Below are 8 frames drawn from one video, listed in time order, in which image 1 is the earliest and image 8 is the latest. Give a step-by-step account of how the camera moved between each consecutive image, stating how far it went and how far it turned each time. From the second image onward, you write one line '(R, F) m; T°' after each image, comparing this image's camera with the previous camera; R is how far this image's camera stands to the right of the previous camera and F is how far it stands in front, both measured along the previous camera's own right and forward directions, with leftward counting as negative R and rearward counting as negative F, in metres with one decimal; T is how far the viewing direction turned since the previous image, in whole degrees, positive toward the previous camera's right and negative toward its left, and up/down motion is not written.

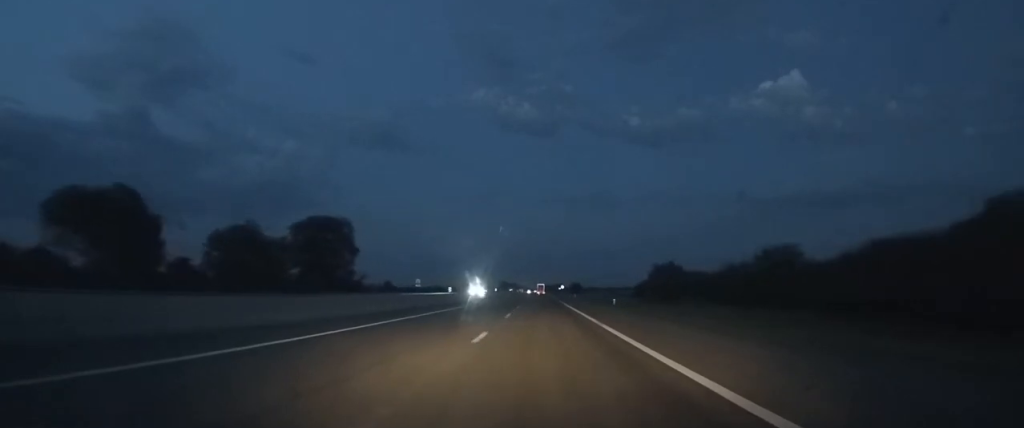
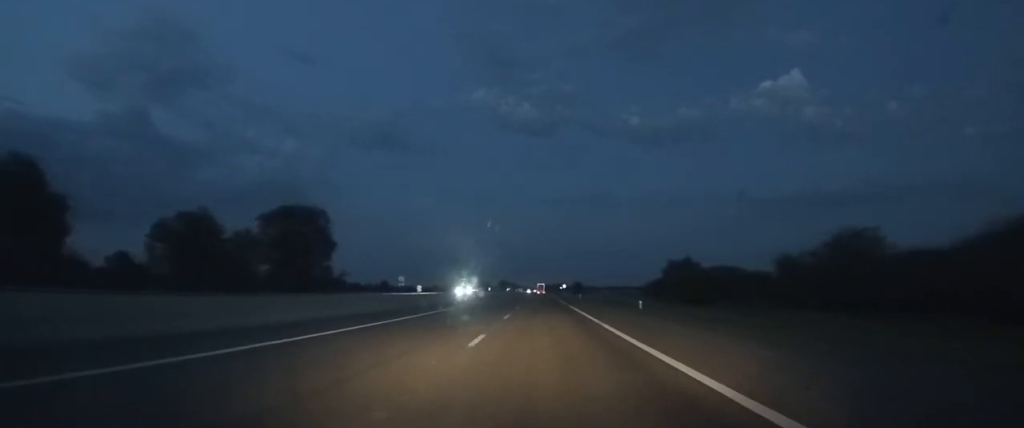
(0.0, +14.8) m; 0°
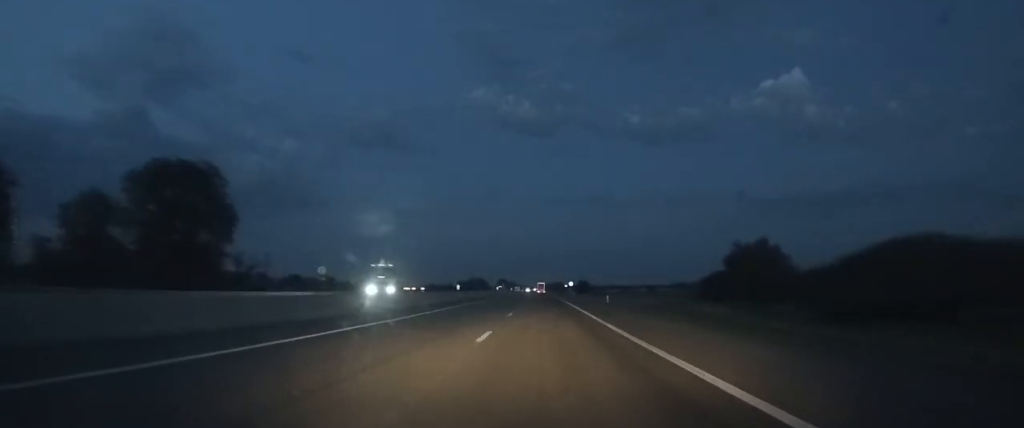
(+0.2, +37.0) m; 0°
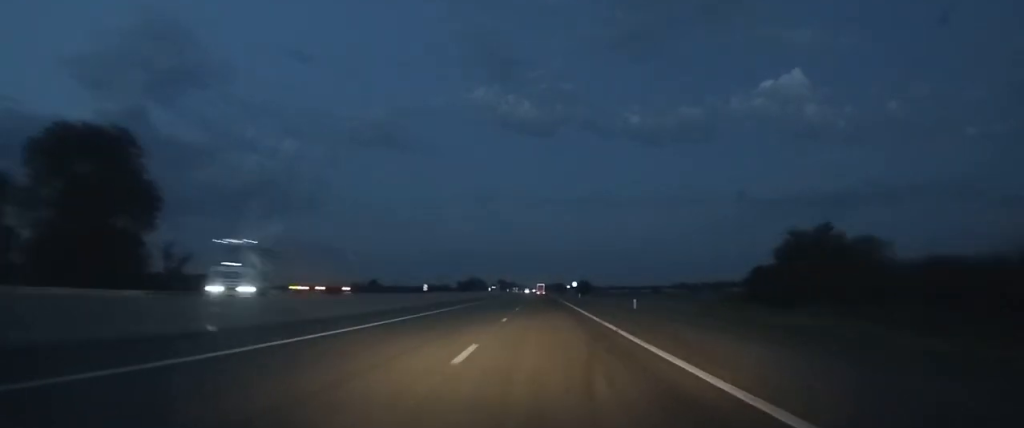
(0.0, +16.2) m; 0°
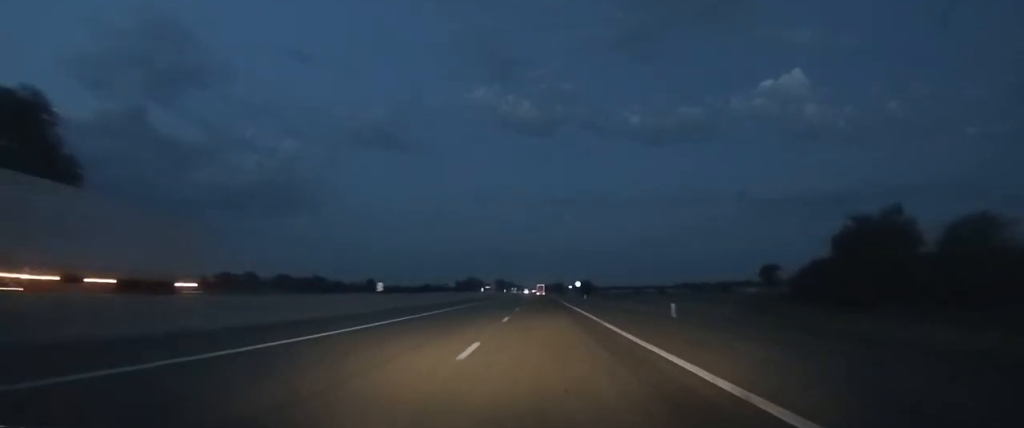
(0.0, +11.6) m; 0°
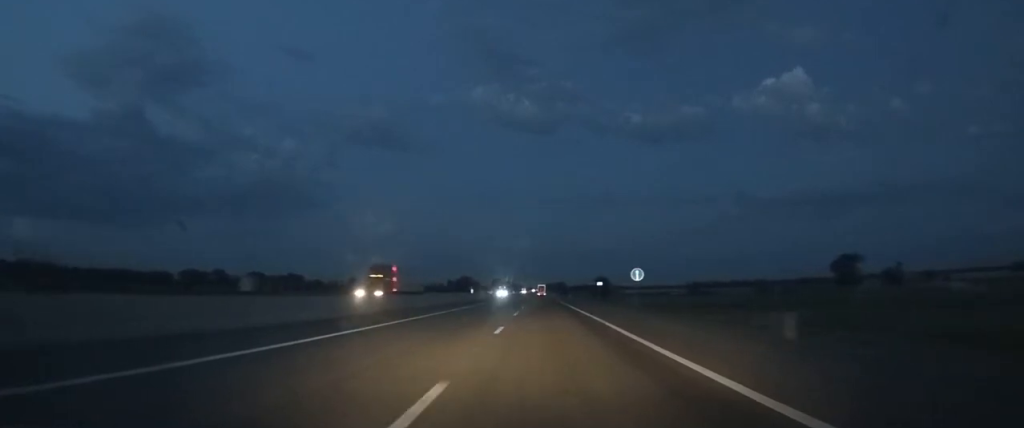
(-0.2, +66.4) m; -1°
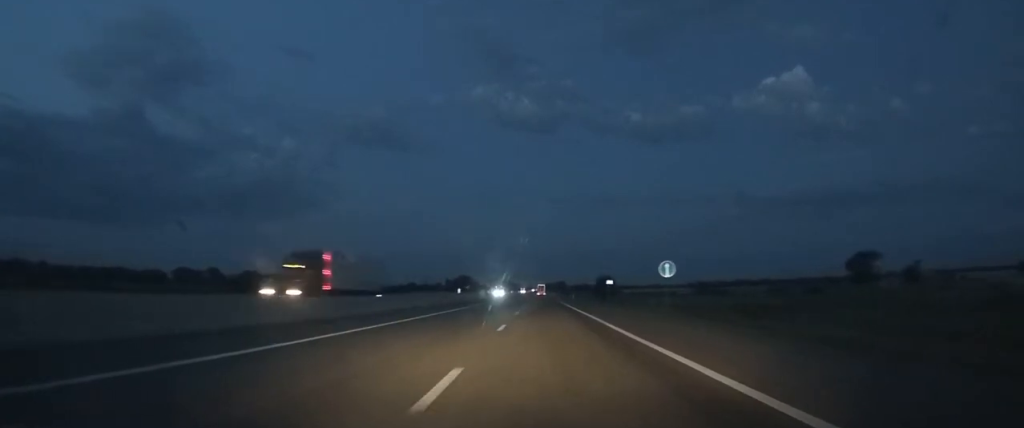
(0.0, +10.7) m; 0°
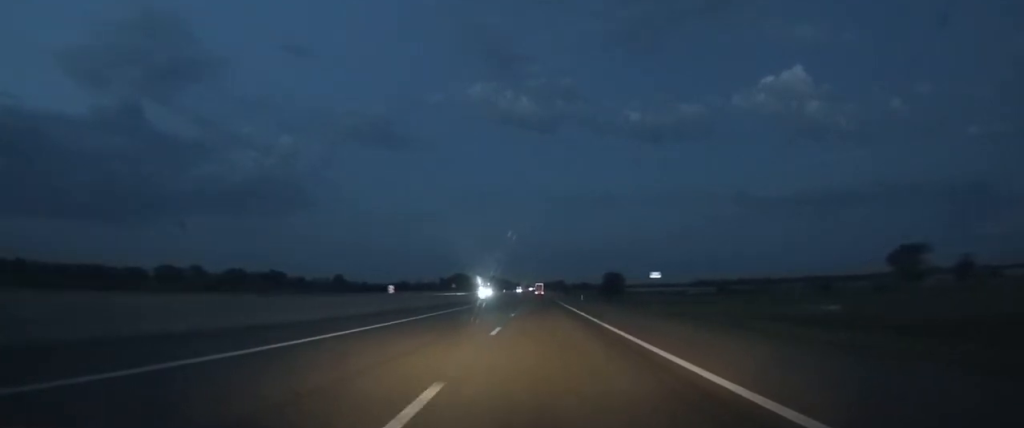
(+0.1, +25.5) m; 0°
